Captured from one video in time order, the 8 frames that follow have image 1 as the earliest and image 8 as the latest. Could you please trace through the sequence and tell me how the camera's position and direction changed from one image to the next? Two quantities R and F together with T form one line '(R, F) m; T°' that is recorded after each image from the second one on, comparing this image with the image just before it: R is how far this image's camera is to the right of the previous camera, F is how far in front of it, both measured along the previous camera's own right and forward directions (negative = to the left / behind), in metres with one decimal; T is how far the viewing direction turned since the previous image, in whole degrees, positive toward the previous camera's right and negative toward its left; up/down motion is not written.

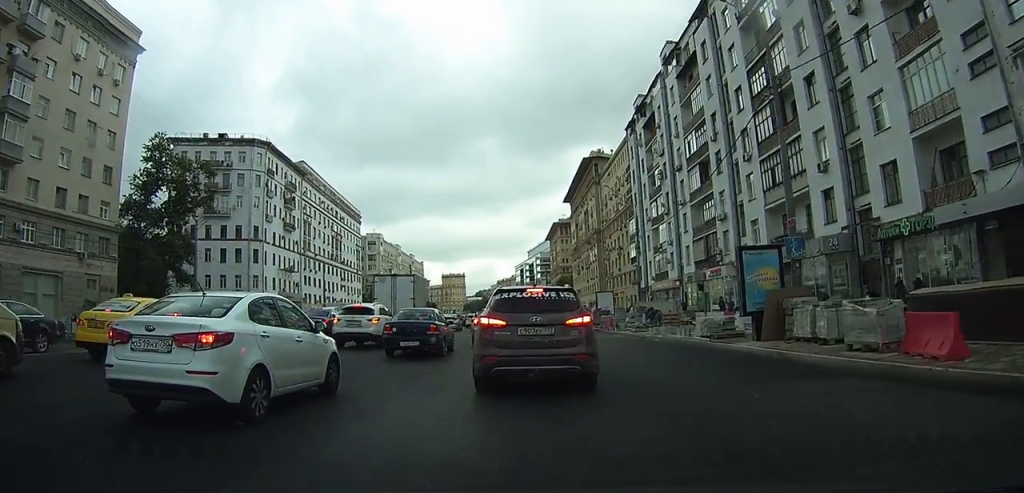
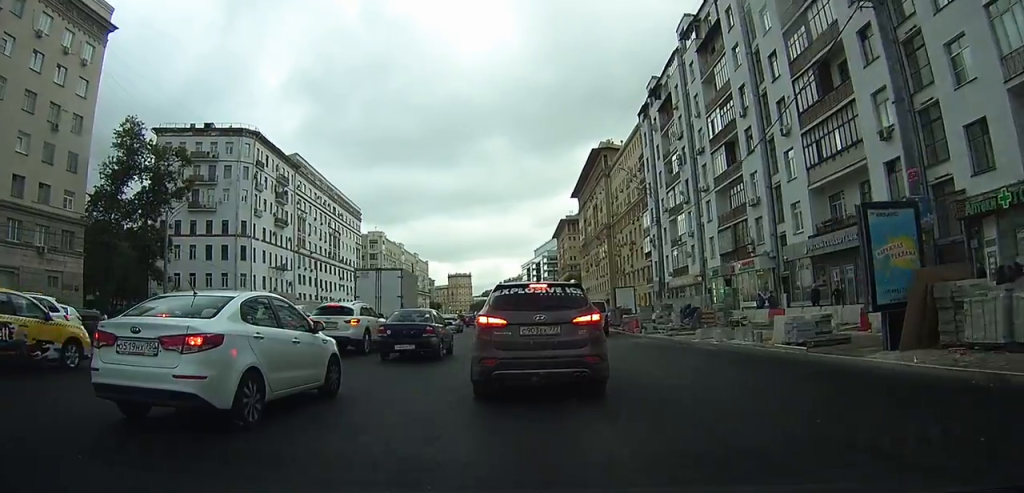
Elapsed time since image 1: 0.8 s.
(0.0, +7.1) m; 0°
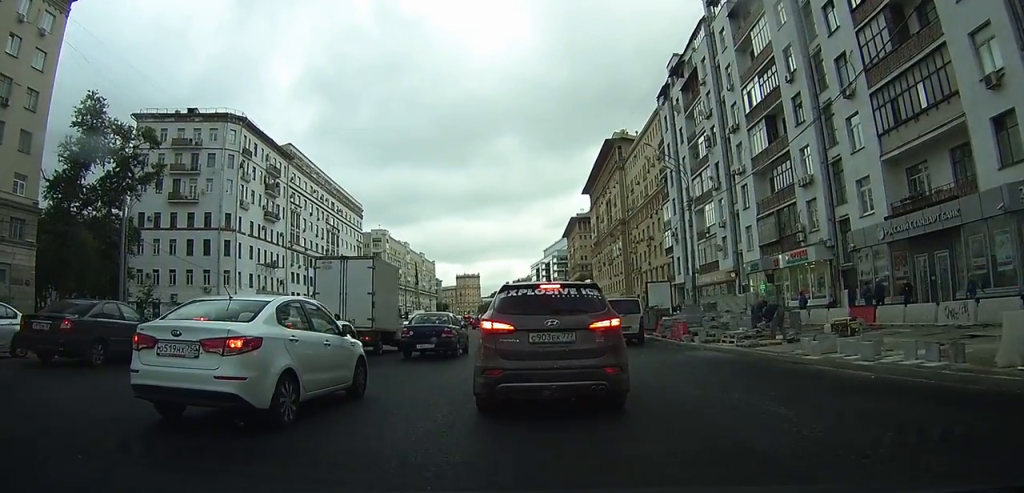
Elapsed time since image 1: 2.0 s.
(0.0, +9.1) m; -1°
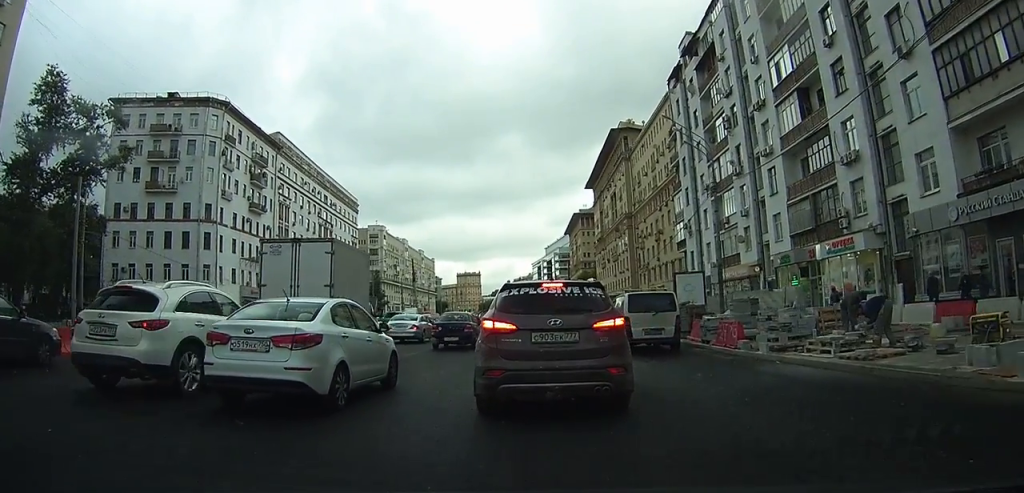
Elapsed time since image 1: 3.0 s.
(-0.1, +7.1) m; -2°
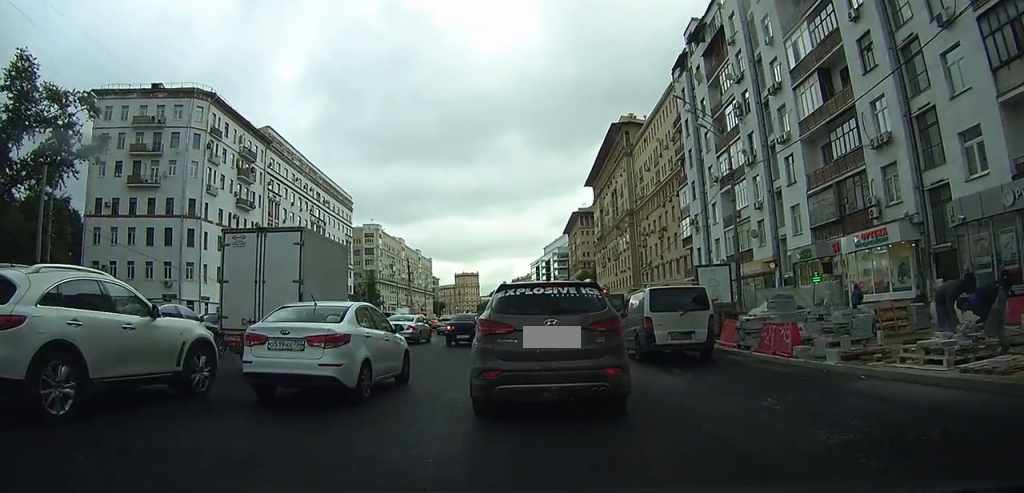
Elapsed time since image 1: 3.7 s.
(-0.1, +4.2) m; -1°
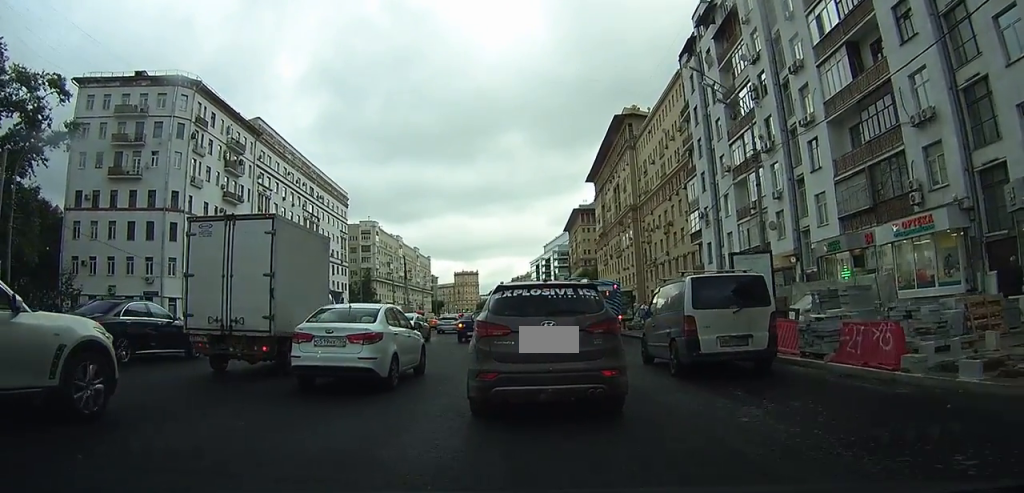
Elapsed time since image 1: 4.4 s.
(0.0, +4.4) m; 0°
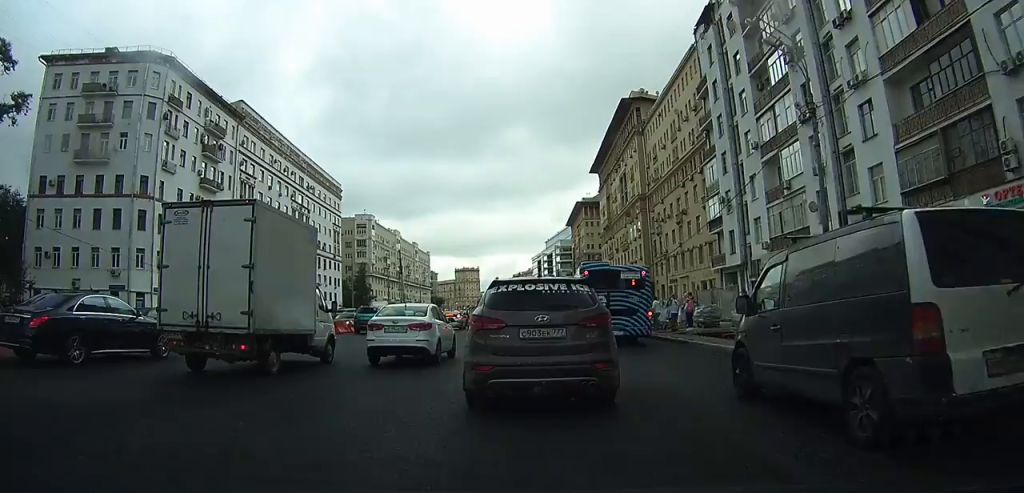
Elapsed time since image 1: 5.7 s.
(+0.1, +7.1) m; +1°
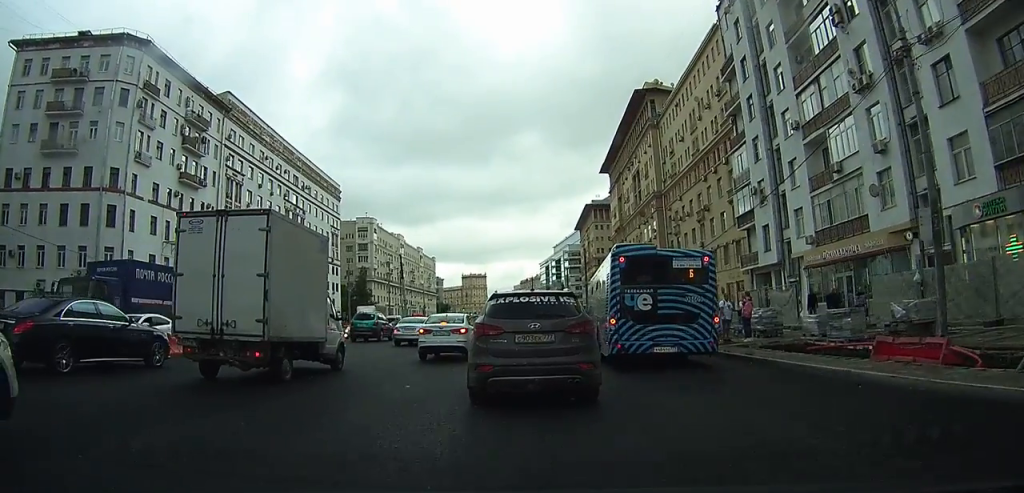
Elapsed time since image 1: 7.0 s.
(-0.1, +7.2) m; -1°
